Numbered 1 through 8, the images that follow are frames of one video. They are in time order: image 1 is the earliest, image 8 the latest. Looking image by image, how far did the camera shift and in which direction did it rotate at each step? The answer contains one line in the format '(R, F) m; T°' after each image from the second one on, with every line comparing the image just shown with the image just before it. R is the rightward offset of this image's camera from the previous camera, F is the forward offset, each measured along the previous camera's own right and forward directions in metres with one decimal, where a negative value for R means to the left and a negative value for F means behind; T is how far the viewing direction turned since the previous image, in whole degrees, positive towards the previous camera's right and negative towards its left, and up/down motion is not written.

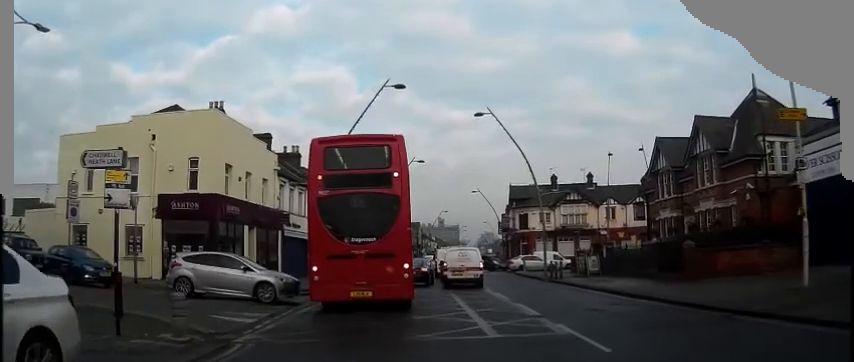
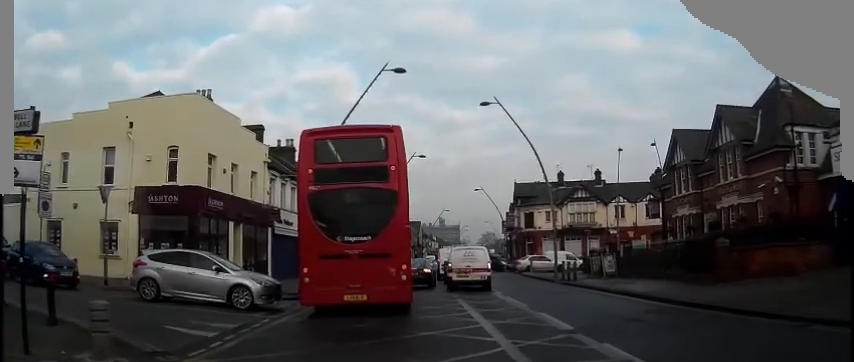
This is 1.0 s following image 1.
(0.0, +3.0) m; +5°
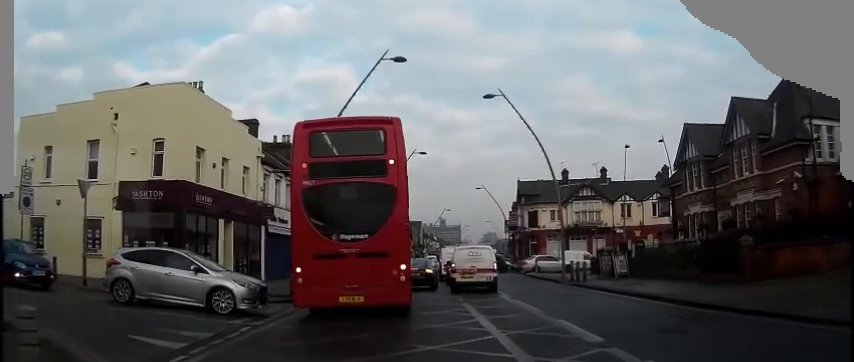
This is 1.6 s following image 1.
(+0.1, +1.7) m; +1°
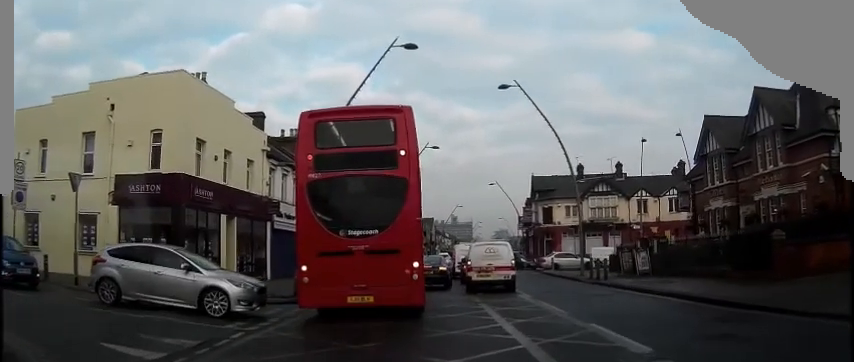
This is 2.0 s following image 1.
(+0.2, +1.4) m; -4°
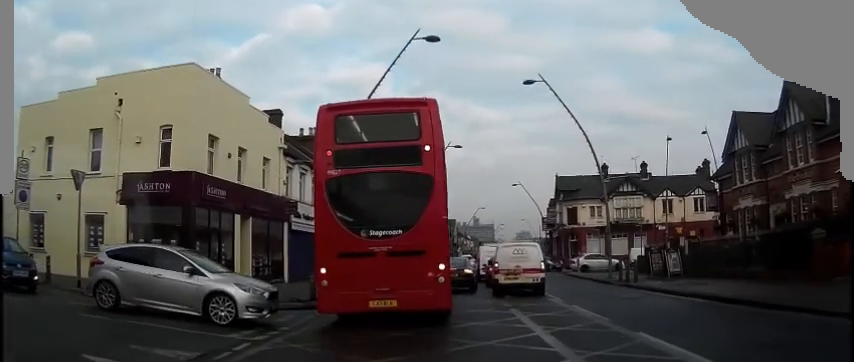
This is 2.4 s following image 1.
(0.0, +1.2) m; -5°
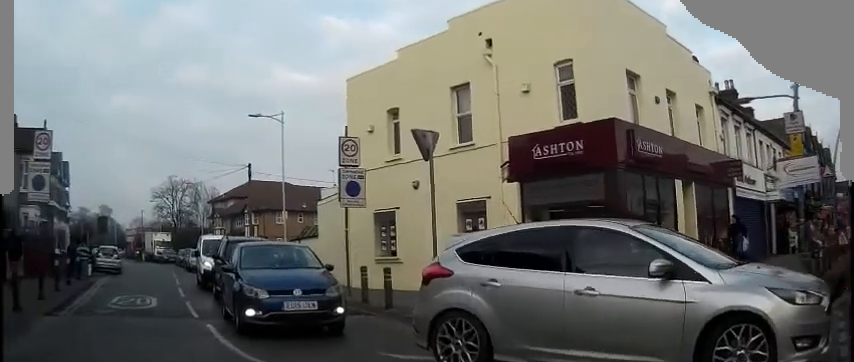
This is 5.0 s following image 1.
(-3.3, +7.1) m; -41°
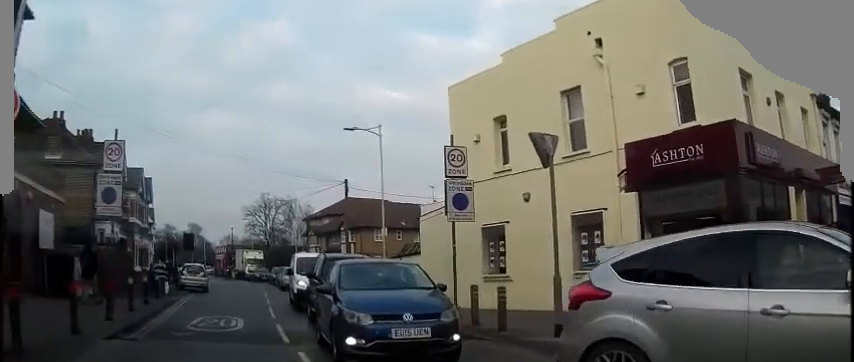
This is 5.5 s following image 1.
(0.0, +1.6) m; -5°
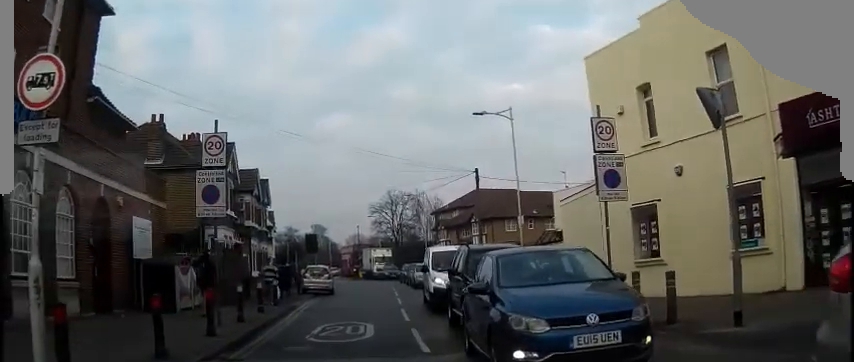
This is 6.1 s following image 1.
(-0.2, +2.3) m; -5°
